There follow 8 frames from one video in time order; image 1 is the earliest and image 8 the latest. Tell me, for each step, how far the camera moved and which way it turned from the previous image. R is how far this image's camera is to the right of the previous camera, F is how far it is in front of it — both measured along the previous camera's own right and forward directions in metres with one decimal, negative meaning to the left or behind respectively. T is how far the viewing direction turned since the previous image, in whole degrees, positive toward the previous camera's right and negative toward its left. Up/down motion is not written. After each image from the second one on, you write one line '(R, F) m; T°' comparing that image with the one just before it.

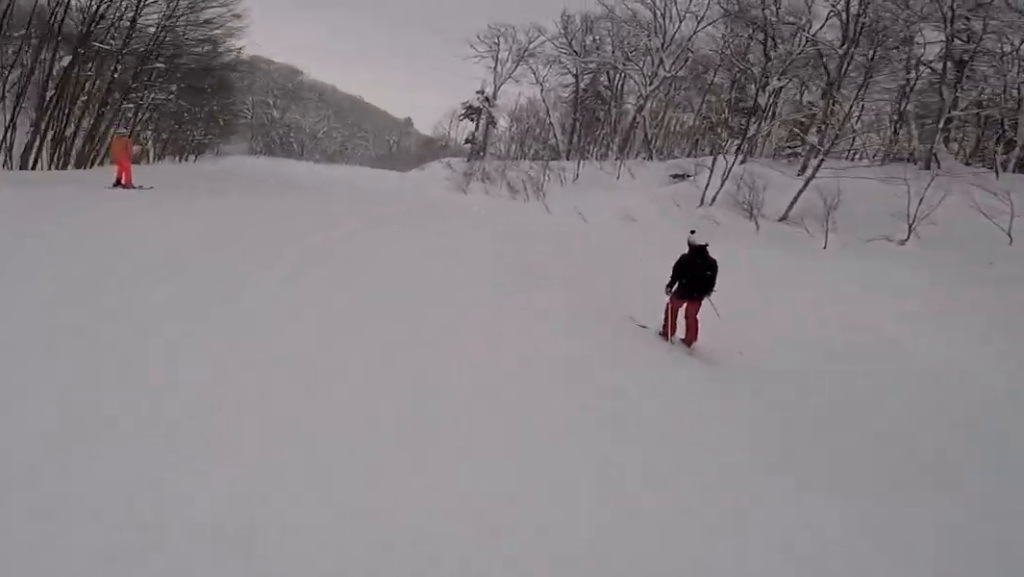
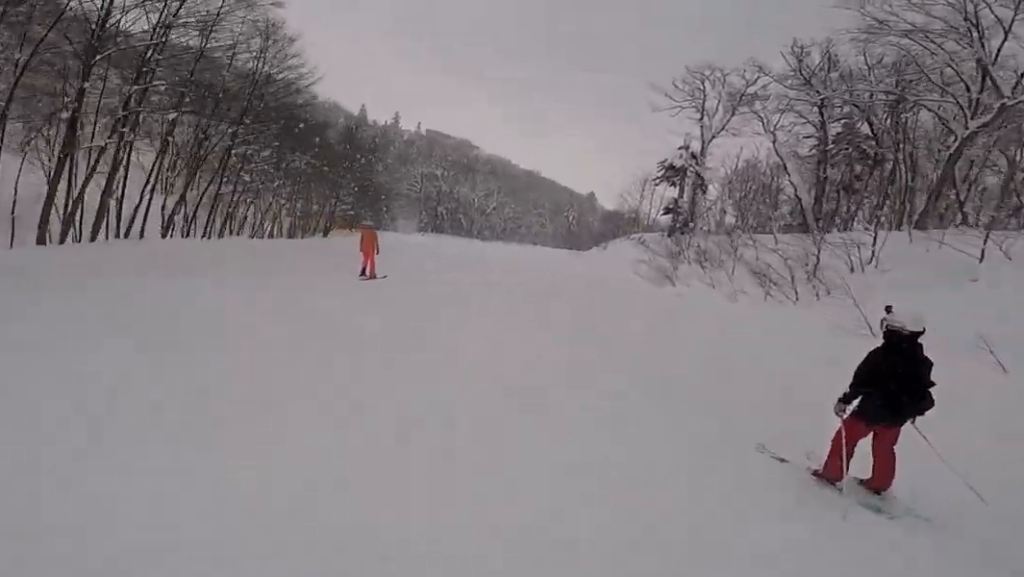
(-1.3, +11.4) m; -10°
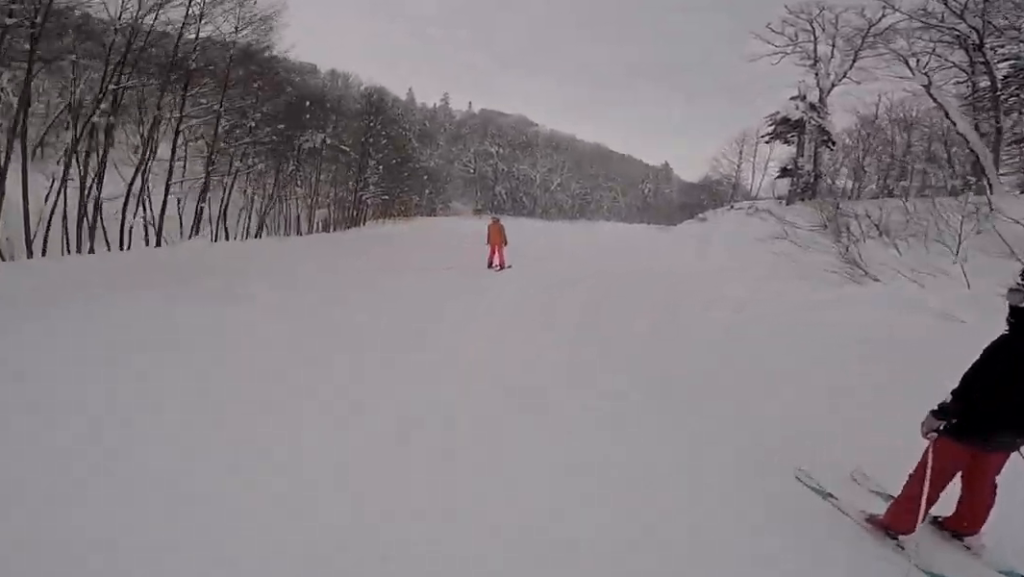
(-0.6, +8.5) m; -10°
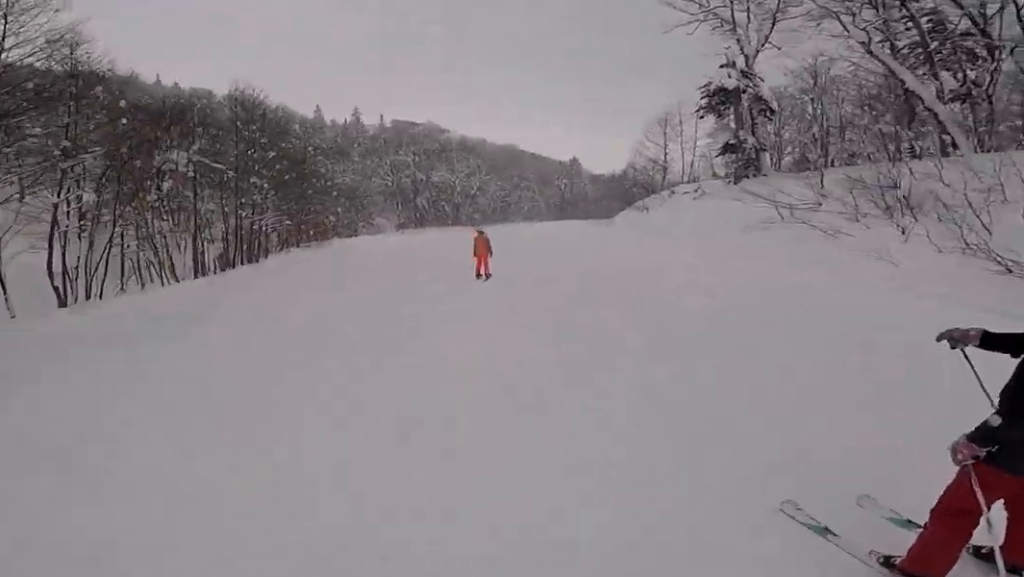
(-0.6, +7.2) m; -5°
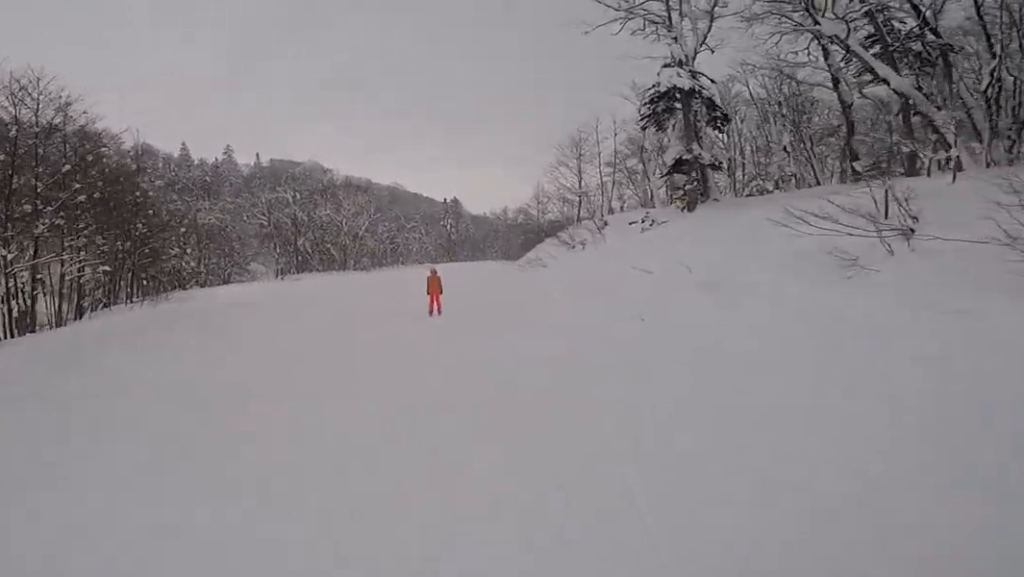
(-0.1, +10.3) m; +7°
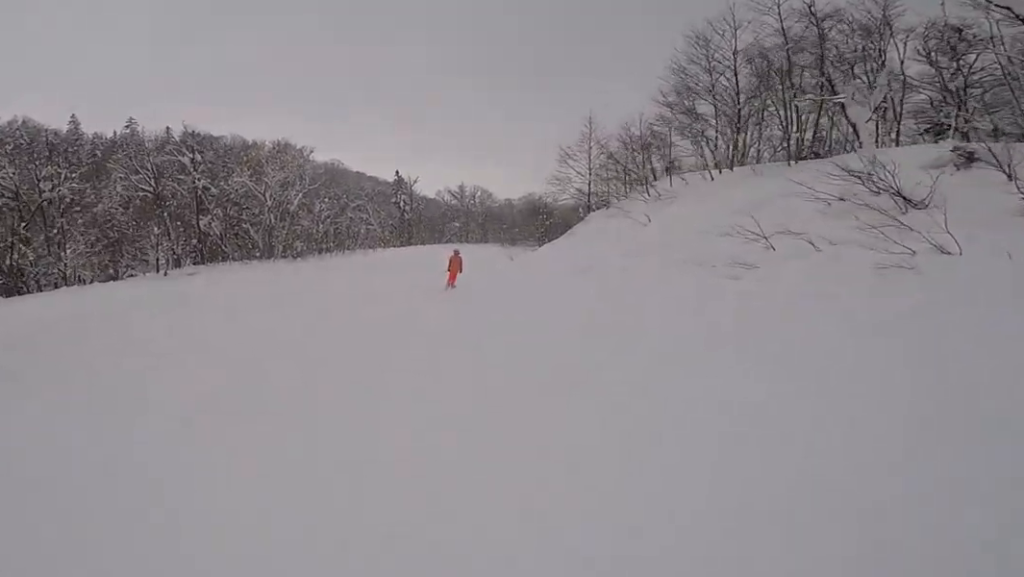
(+2.4, +23.8) m; +5°
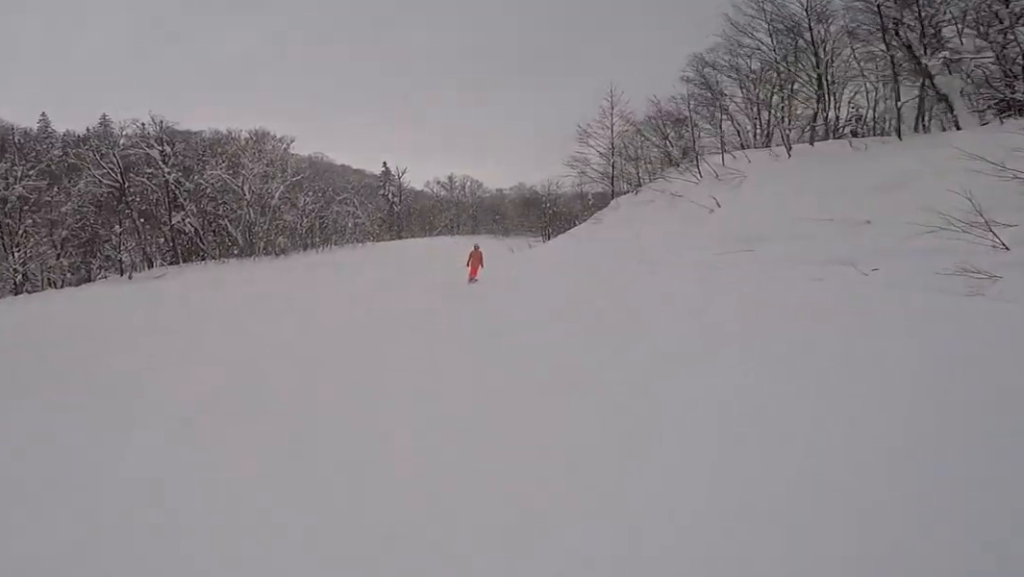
(+0.2, +4.9) m; +4°
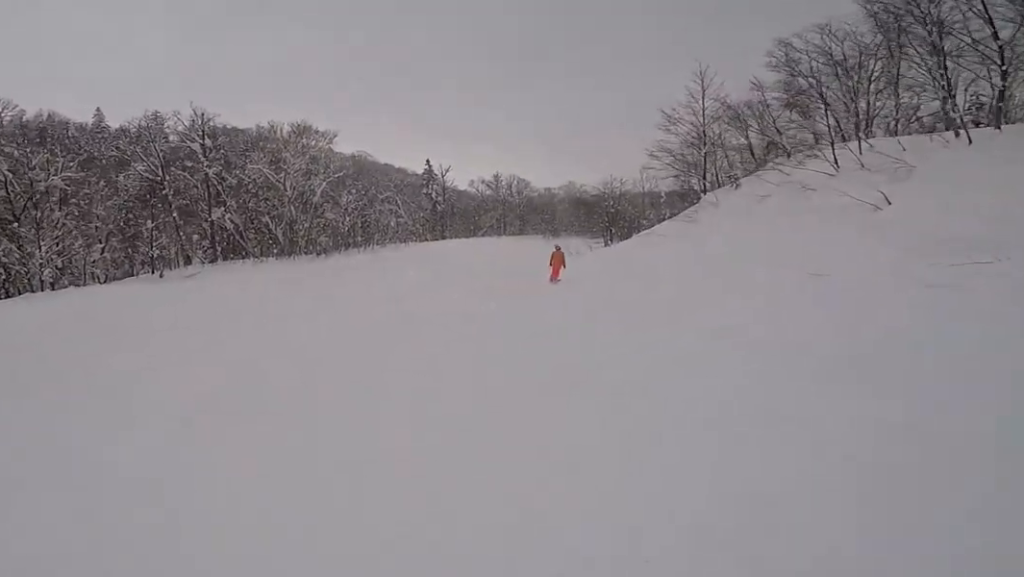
(0.0, +4.0) m; +3°
